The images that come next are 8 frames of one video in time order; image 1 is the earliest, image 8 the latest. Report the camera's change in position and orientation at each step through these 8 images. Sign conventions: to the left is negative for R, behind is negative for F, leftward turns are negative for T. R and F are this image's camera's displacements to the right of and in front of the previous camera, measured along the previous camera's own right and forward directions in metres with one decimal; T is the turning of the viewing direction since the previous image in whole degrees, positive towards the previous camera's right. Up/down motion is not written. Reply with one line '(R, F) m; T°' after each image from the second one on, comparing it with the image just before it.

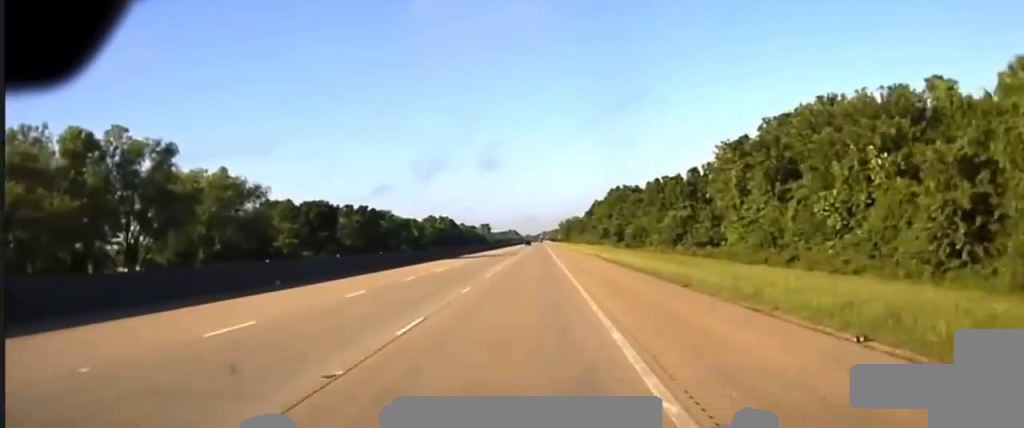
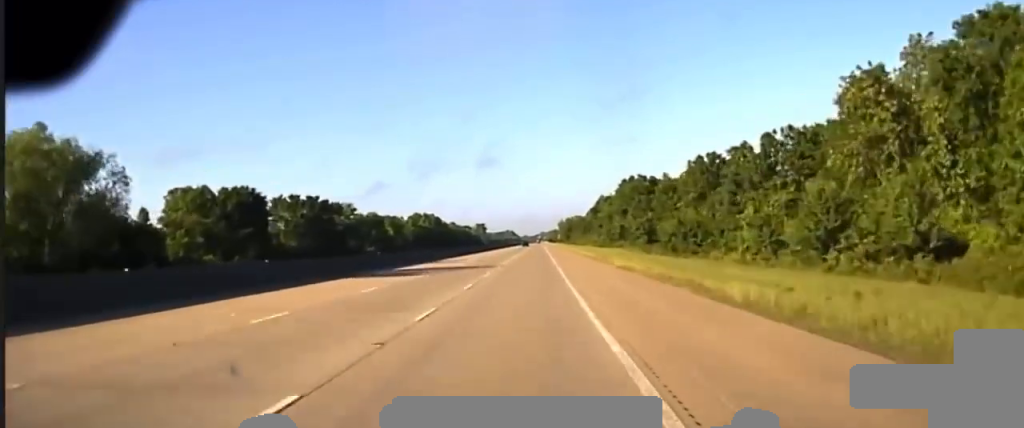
(0.0, +45.1) m; 0°
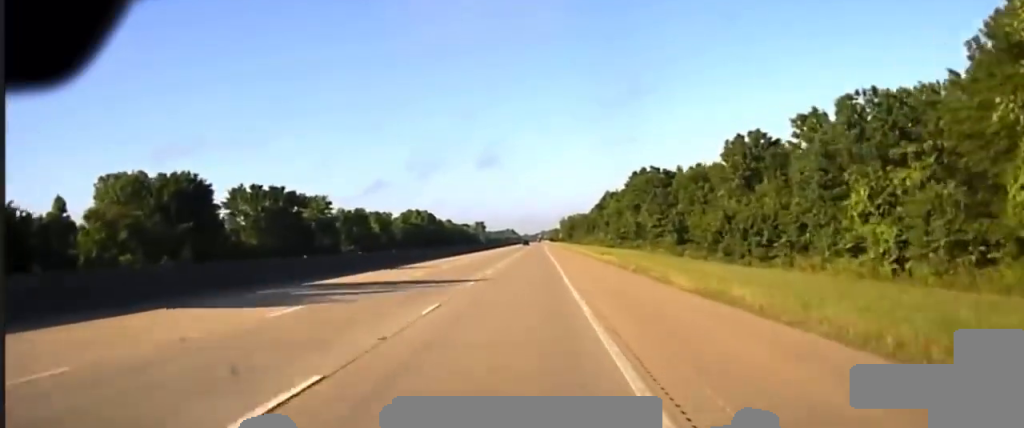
(+0.1, +24.3) m; 0°
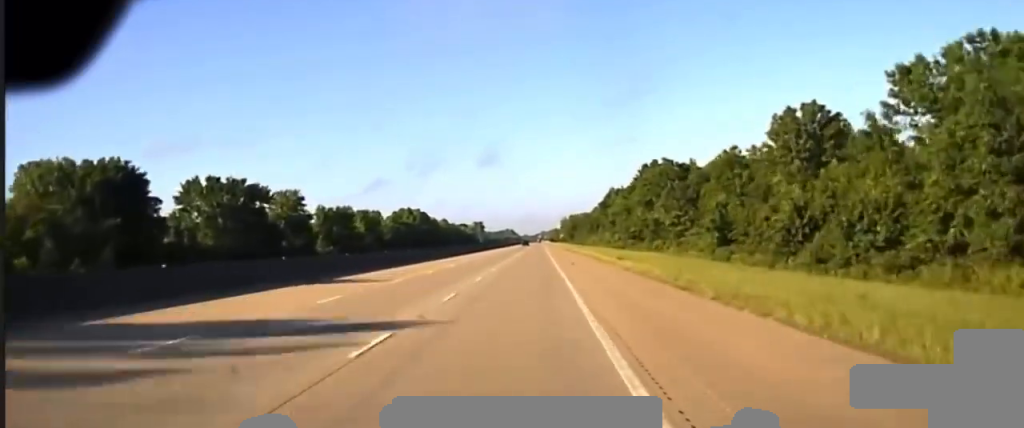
(0.0, +21.7) m; 0°
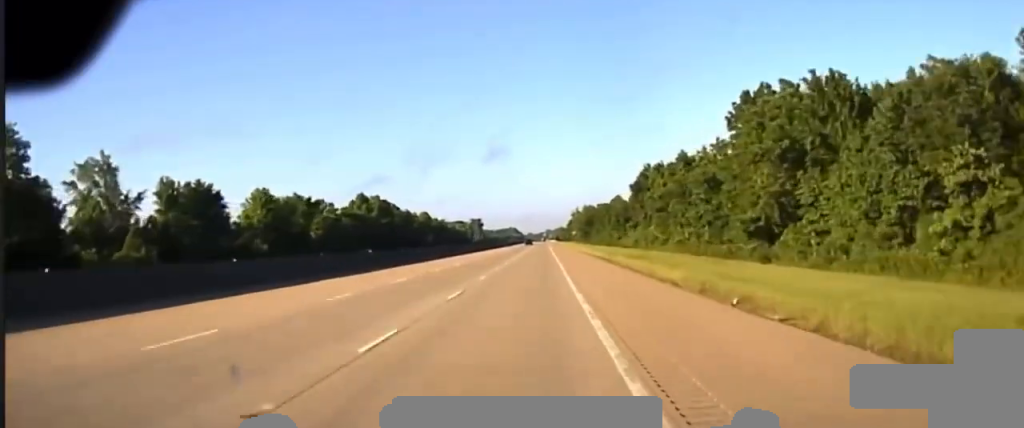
(-0.2, +82.7) m; 0°
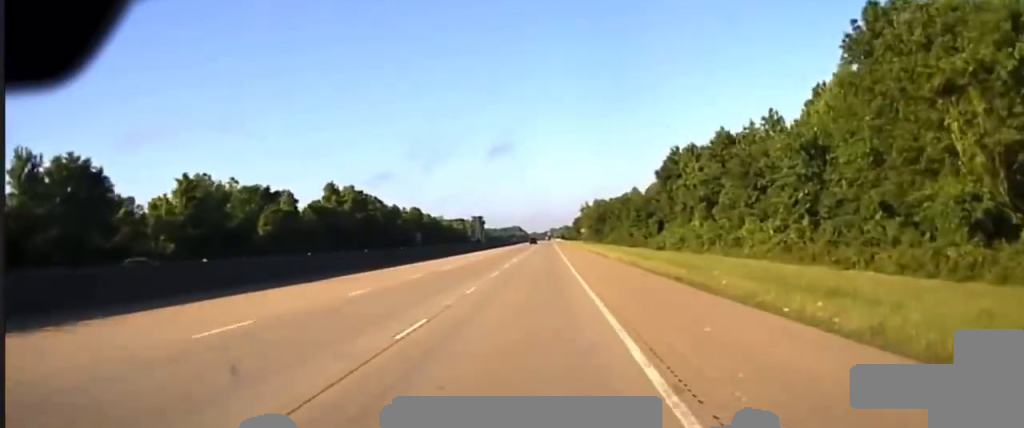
(0.0, +32.8) m; 0°
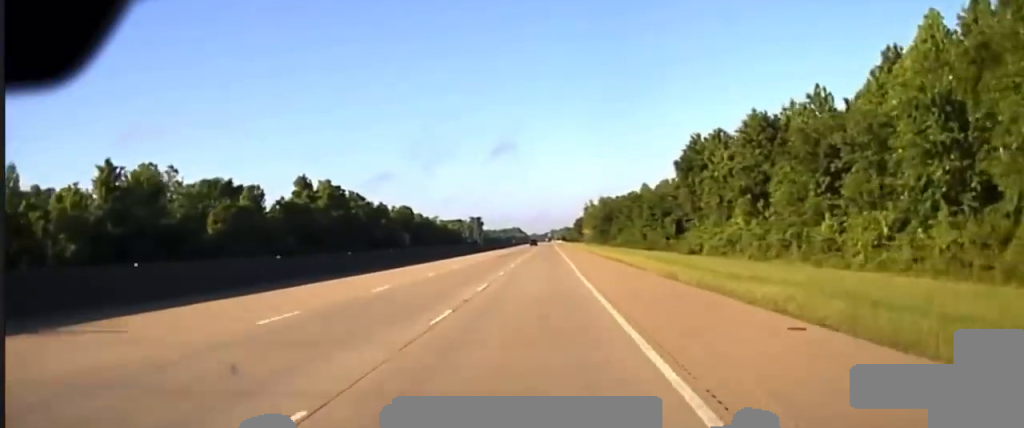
(0.0, +20.4) m; 0°
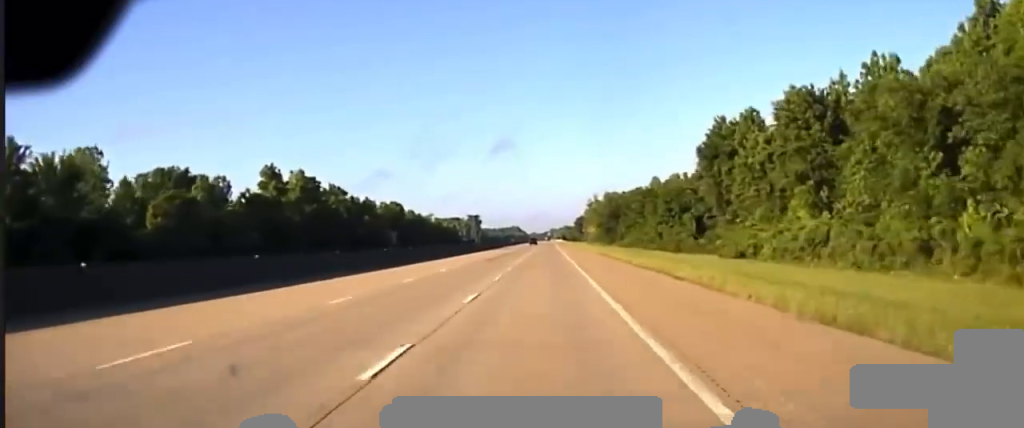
(-0.1, +18.9) m; 0°
